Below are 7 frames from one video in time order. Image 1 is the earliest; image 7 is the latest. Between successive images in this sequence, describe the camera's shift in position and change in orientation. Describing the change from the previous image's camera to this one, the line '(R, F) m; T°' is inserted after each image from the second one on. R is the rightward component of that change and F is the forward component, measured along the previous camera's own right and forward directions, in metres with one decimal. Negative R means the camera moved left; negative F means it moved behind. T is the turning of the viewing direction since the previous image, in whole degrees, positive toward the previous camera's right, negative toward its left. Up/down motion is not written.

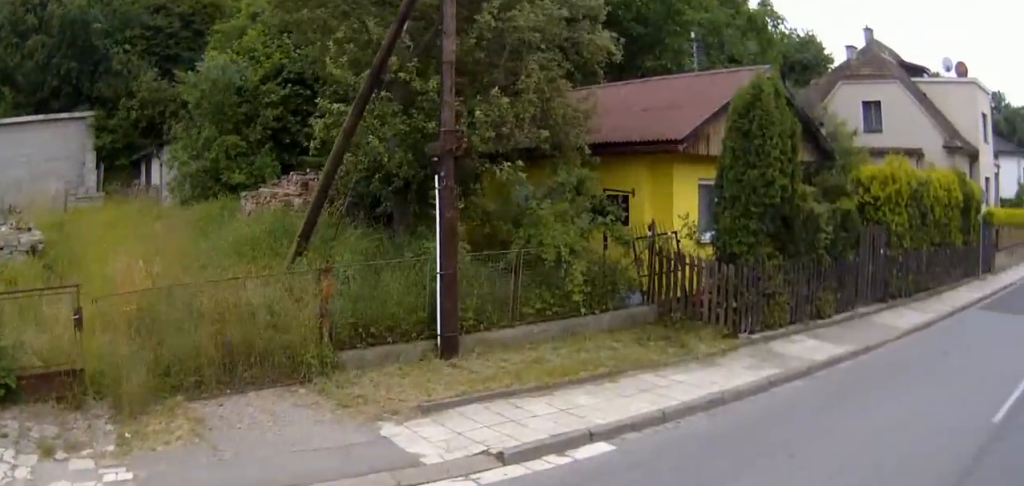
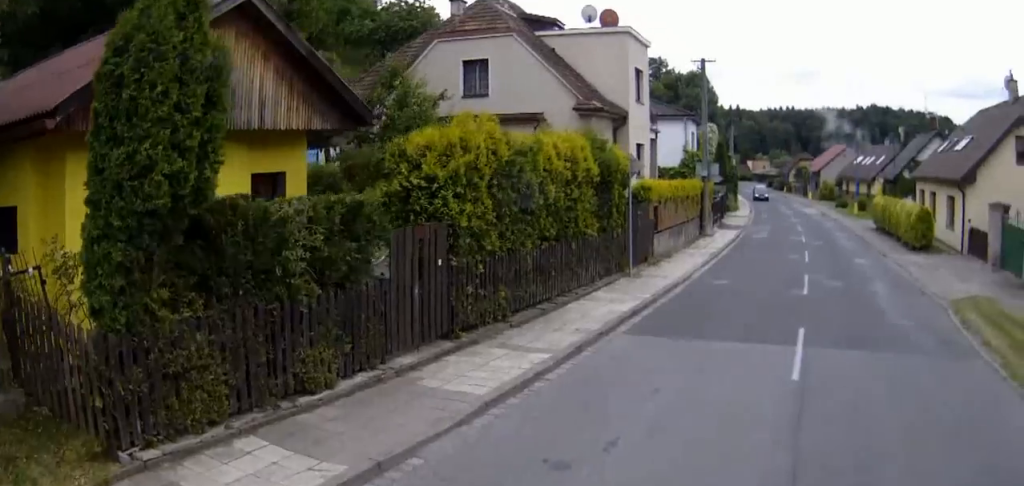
(+0.7, +4.1) m; +15°
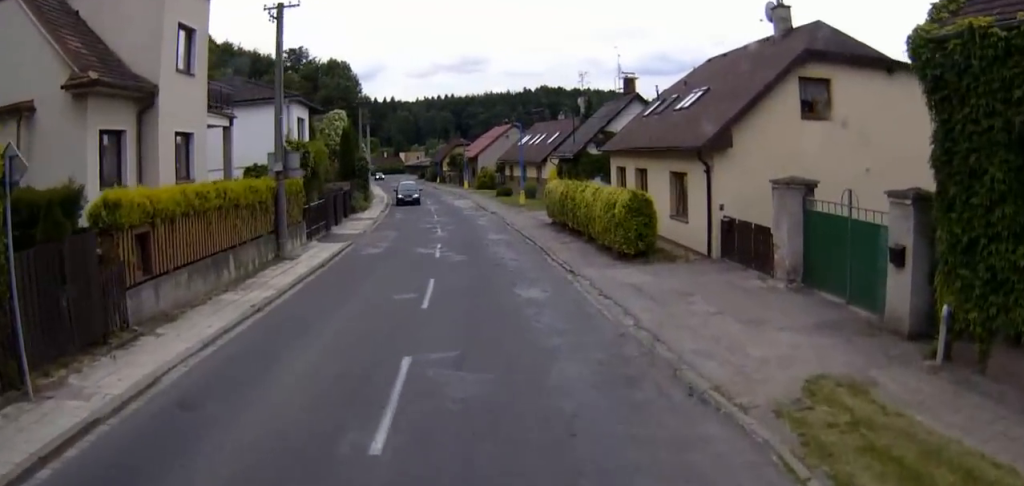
(+0.2, +8.0) m; -2°
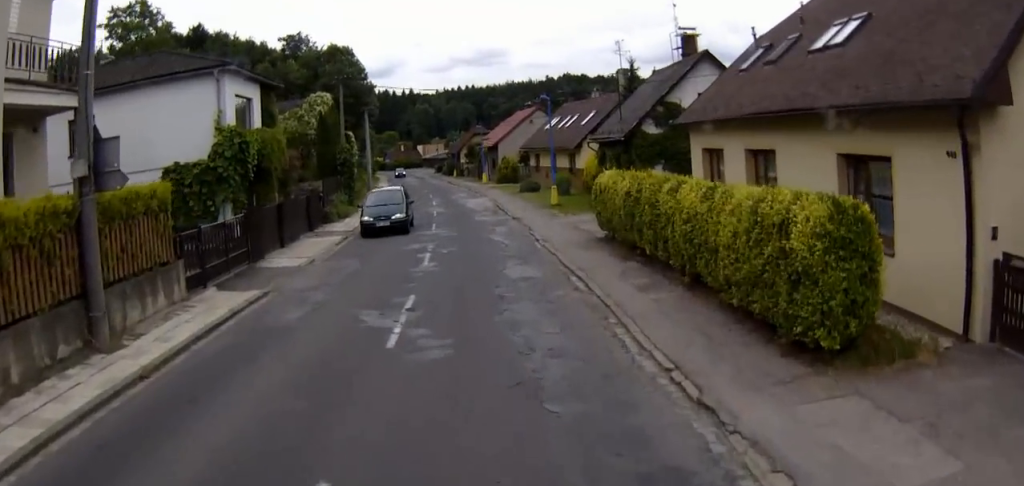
(-0.5, +9.6) m; -4°
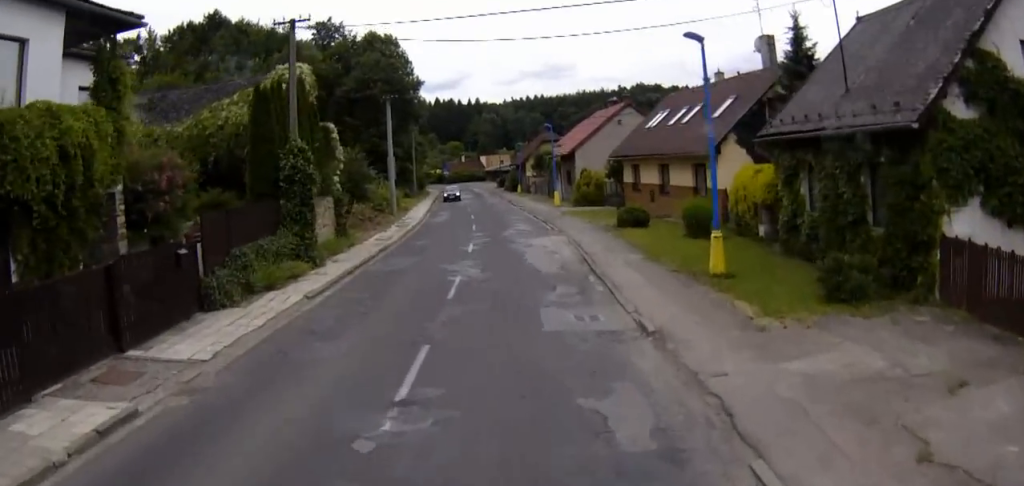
(-0.5, +17.4) m; -2°
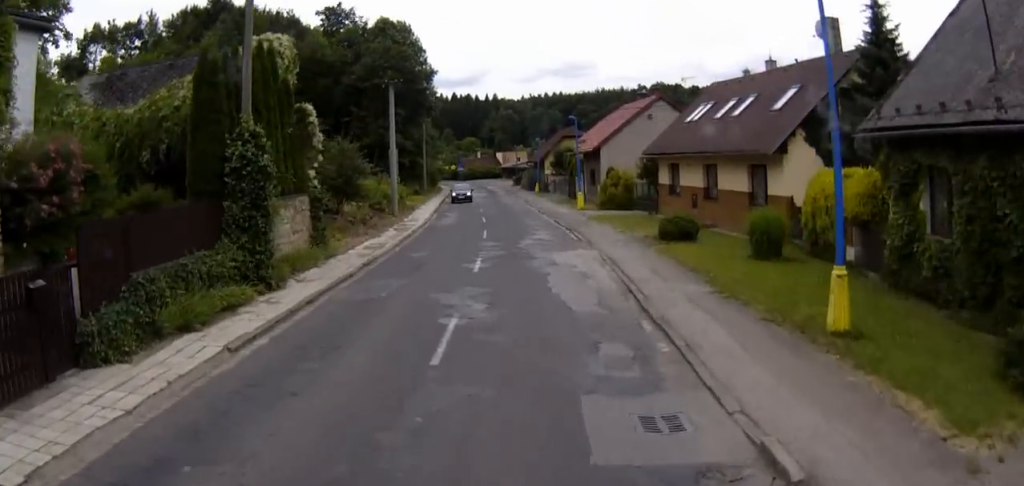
(0.0, +5.3) m; +1°
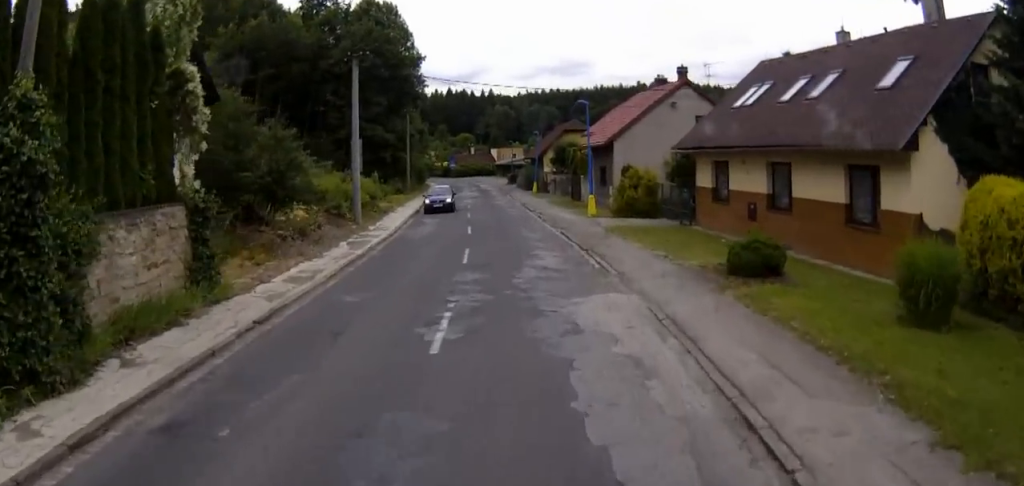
(0.0, +8.1) m; +2°
